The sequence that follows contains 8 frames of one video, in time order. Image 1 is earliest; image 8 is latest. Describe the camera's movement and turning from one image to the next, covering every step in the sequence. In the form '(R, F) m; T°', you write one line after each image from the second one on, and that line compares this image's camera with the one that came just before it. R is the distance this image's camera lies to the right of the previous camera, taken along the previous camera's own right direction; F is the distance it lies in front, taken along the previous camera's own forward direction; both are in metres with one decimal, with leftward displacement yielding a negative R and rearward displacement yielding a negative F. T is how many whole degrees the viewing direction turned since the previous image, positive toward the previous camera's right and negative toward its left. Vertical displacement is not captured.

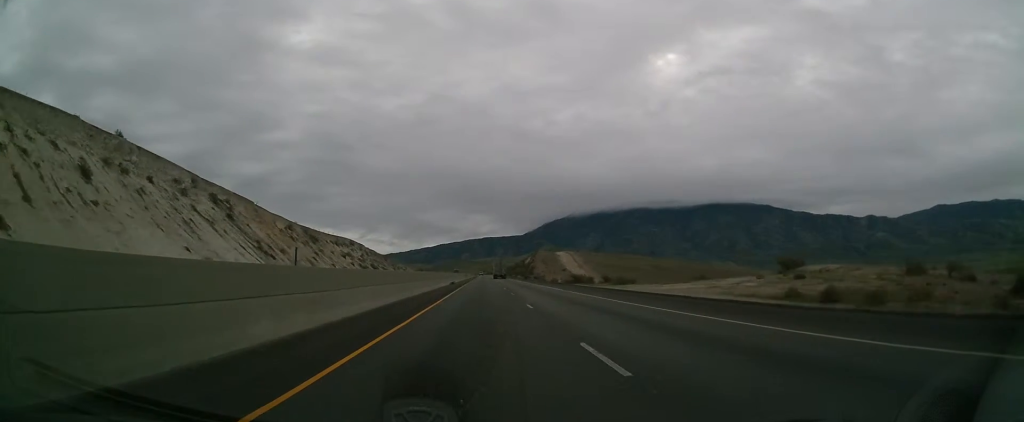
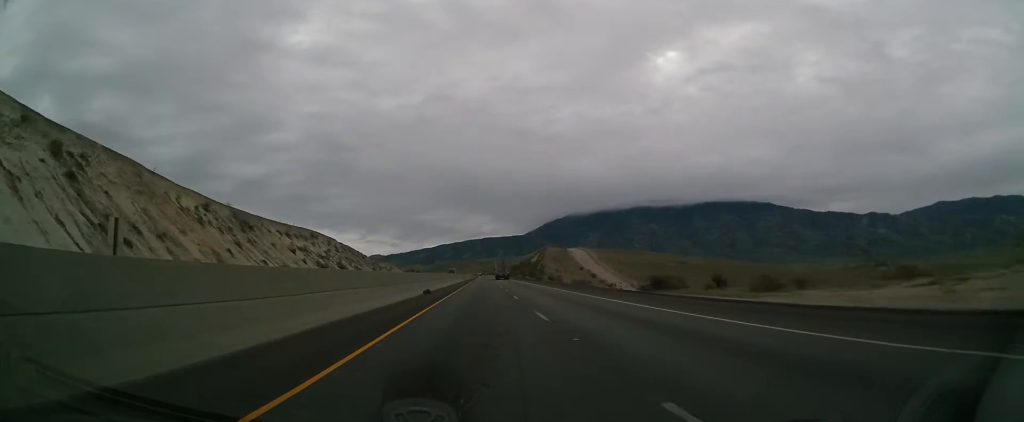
(-0.1, +40.5) m; 0°
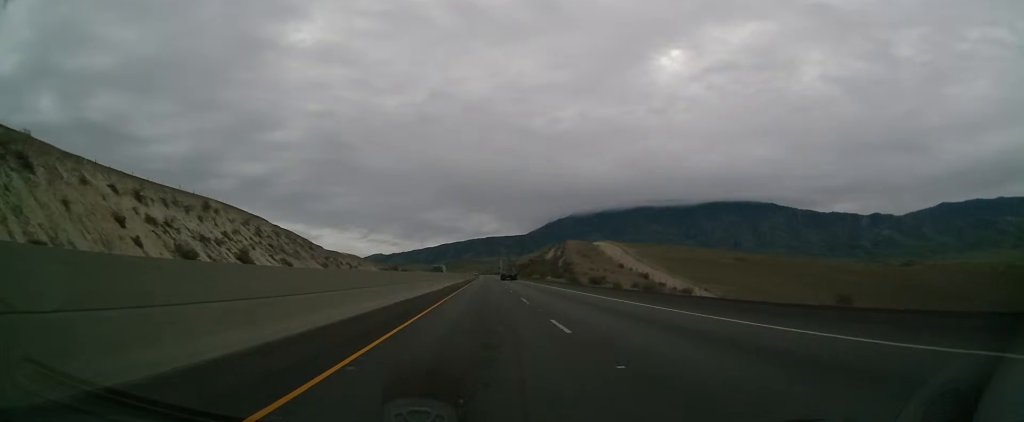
(0.0, +53.2) m; 0°
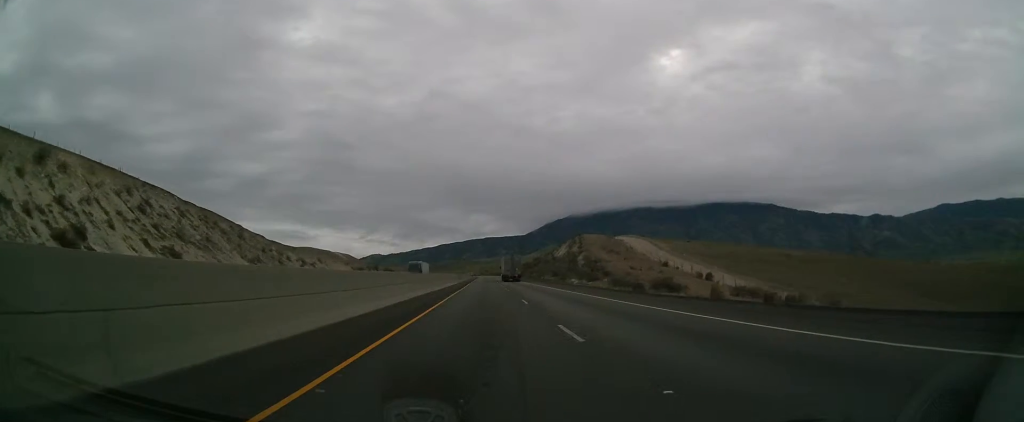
(+0.1, +33.4) m; 0°
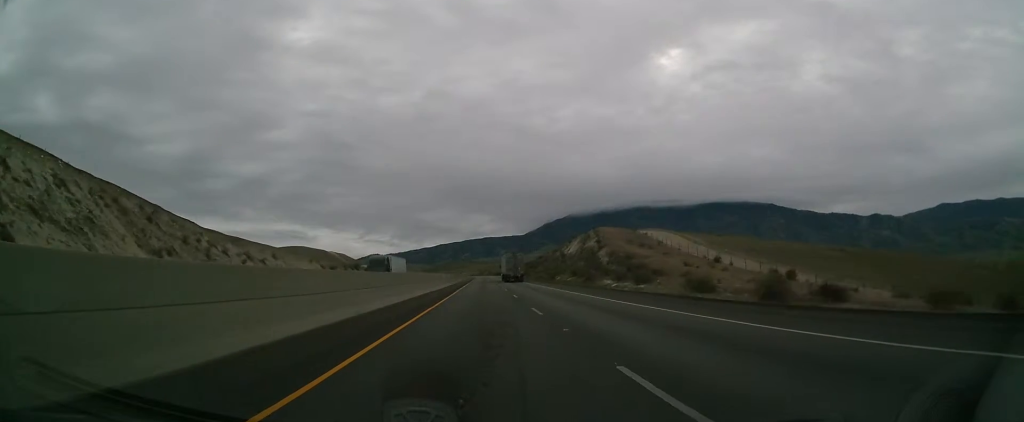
(+0.1, +22.4) m; 0°
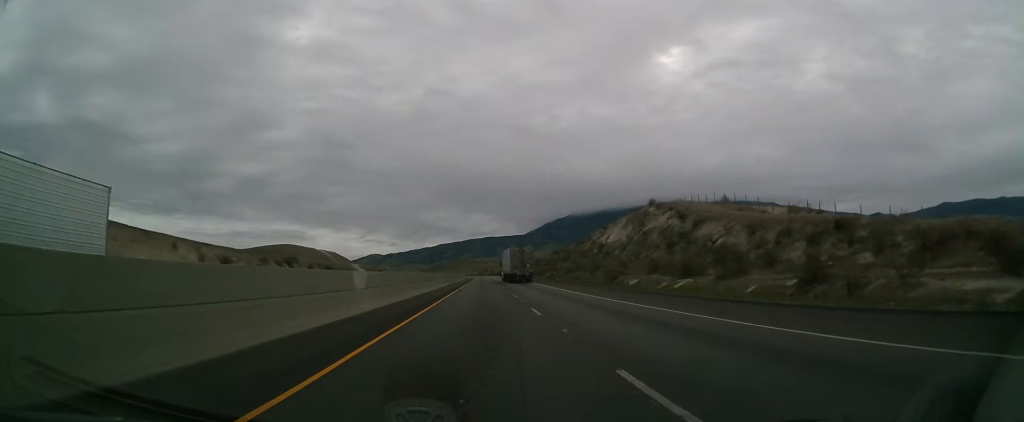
(-0.1, +43.5) m; 0°
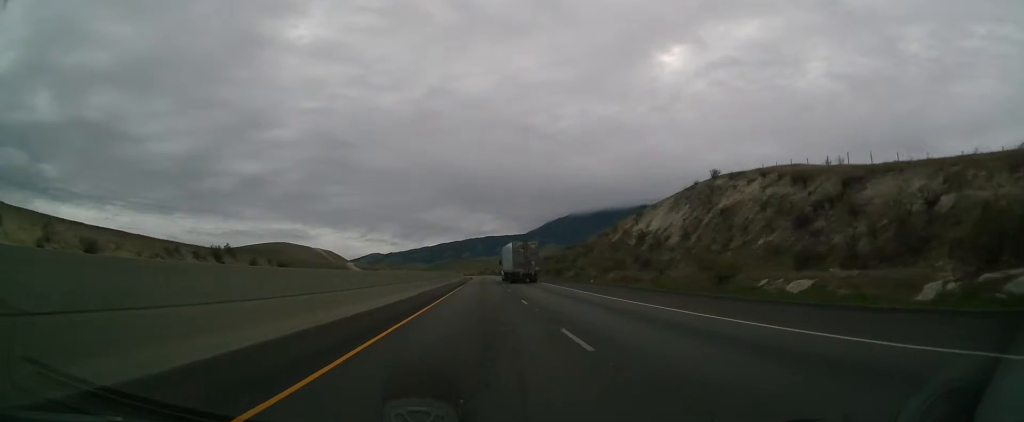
(+0.1, +22.5) m; 0°
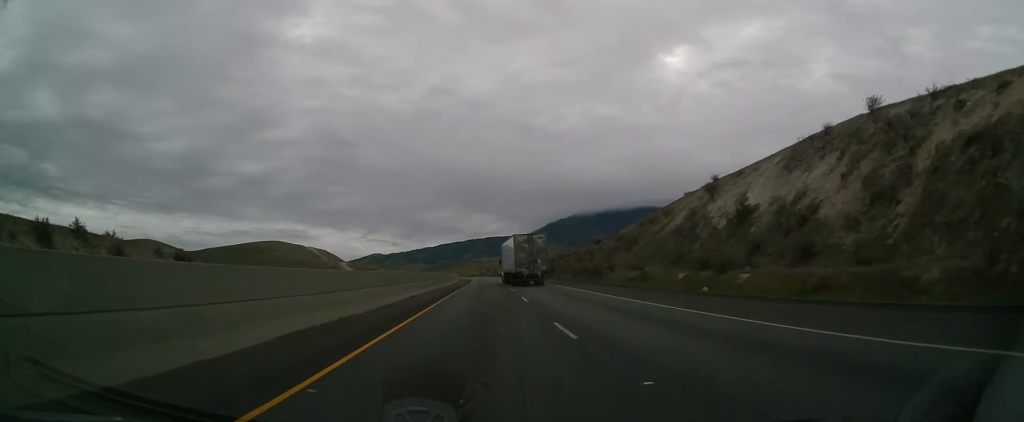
(0.0, +26.1) m; 0°
